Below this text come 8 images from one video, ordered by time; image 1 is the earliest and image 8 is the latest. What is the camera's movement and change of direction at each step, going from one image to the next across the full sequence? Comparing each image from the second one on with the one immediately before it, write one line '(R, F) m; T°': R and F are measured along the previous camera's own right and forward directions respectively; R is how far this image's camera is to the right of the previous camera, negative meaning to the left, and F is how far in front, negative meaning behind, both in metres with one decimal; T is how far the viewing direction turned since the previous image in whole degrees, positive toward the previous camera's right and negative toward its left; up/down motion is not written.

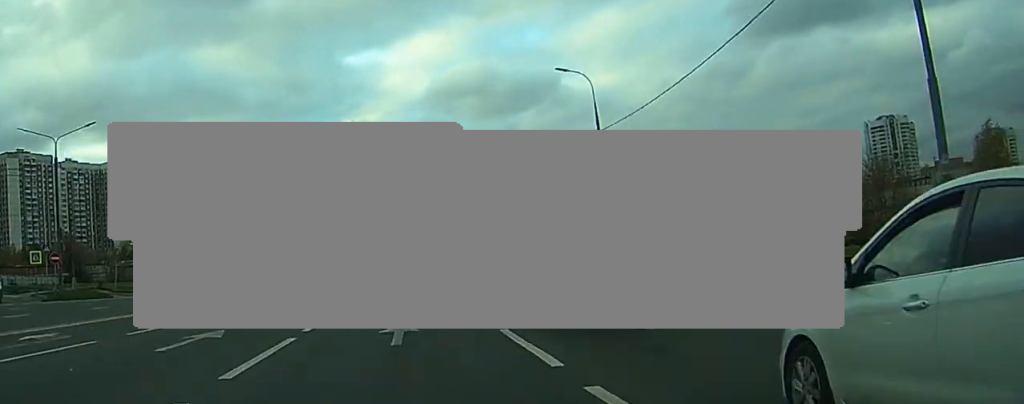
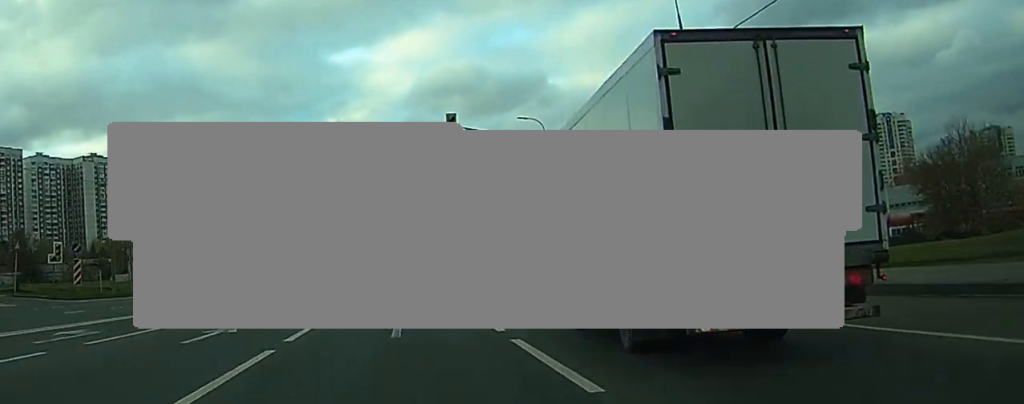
(+0.1, +17.2) m; +2°
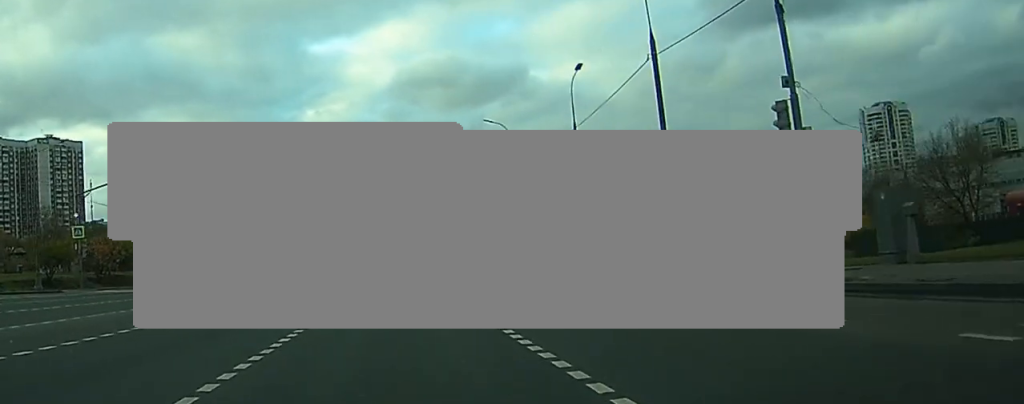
(+0.4, +30.2) m; -1°
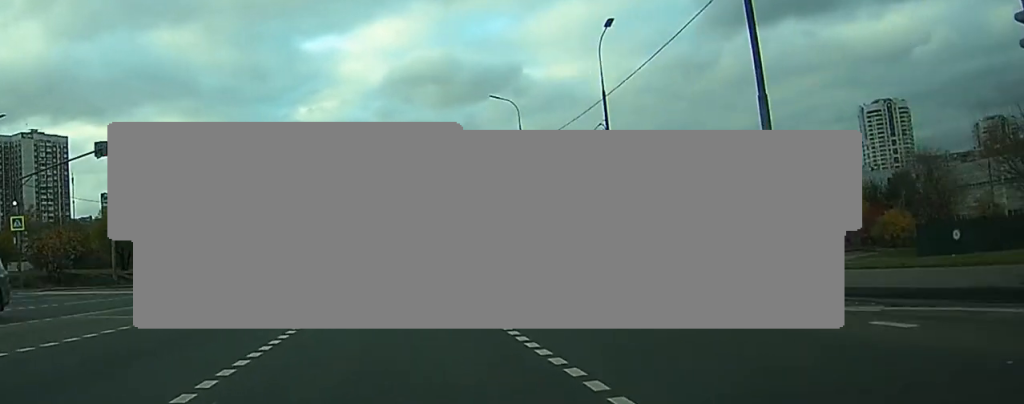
(-0.1, +9.7) m; 0°
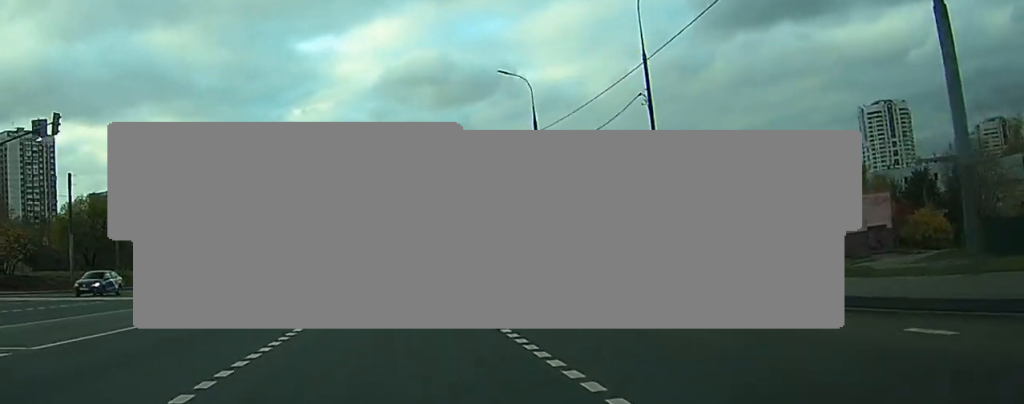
(0.0, +8.8) m; 0°
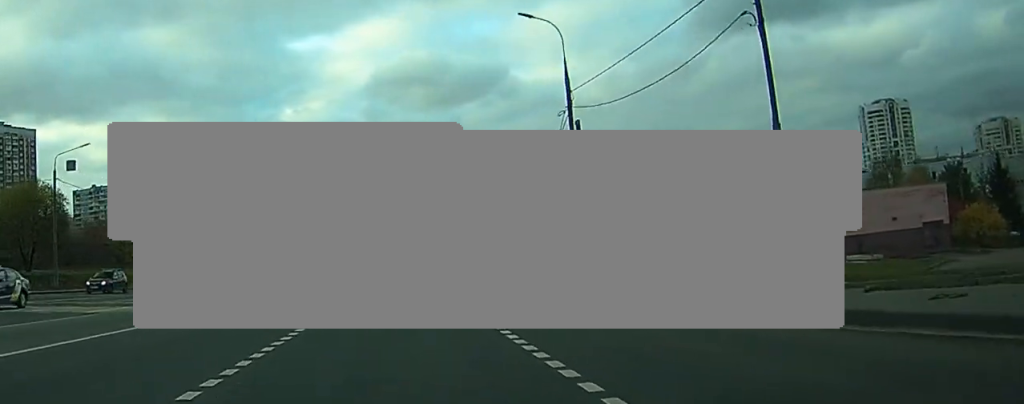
(+0.1, +12.7) m; +1°
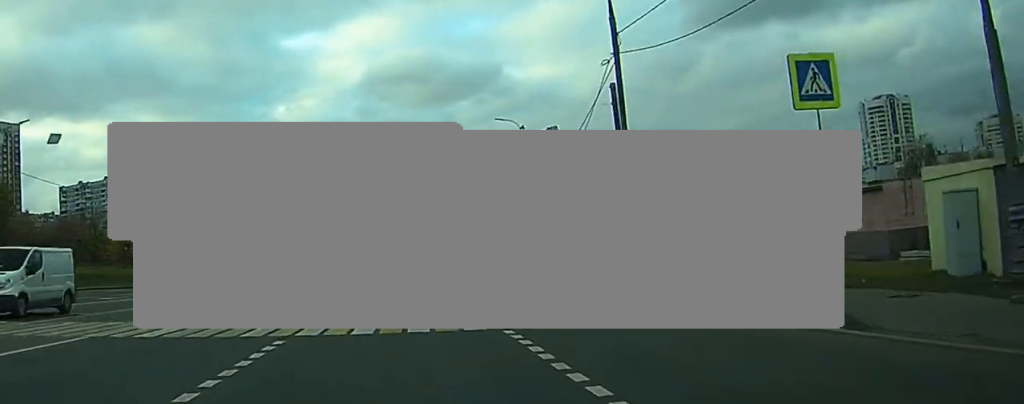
(+0.1, +10.3) m; +1°
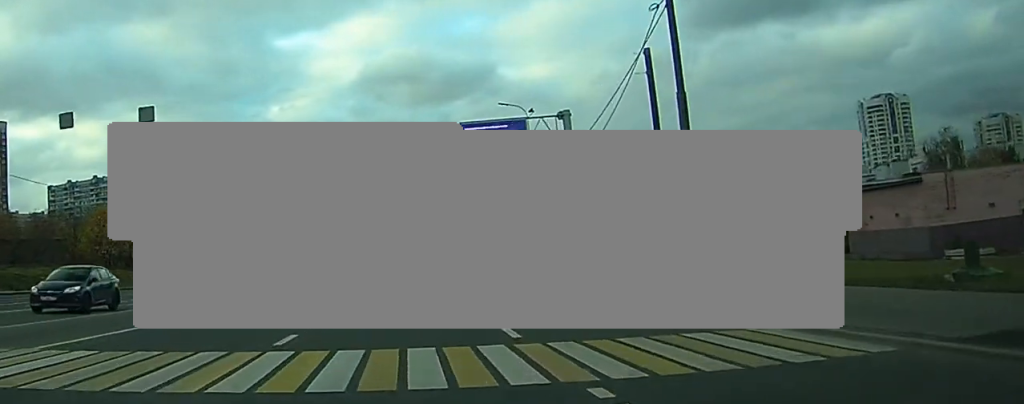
(0.0, +7.0) m; 0°
